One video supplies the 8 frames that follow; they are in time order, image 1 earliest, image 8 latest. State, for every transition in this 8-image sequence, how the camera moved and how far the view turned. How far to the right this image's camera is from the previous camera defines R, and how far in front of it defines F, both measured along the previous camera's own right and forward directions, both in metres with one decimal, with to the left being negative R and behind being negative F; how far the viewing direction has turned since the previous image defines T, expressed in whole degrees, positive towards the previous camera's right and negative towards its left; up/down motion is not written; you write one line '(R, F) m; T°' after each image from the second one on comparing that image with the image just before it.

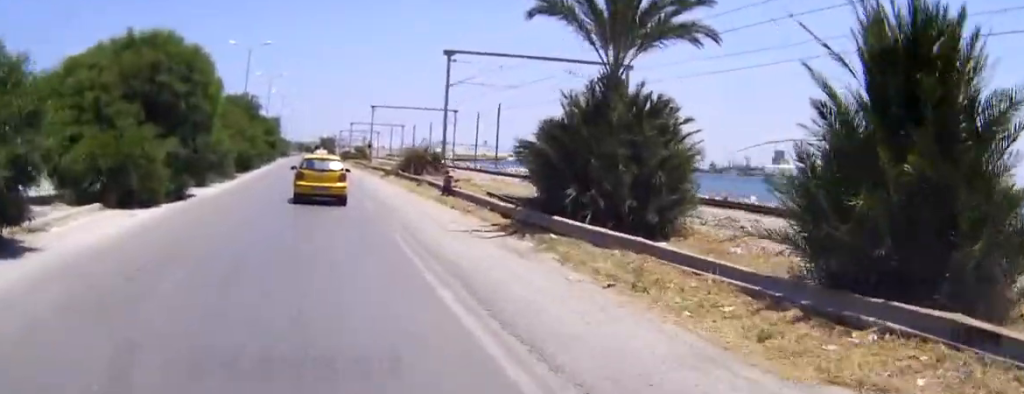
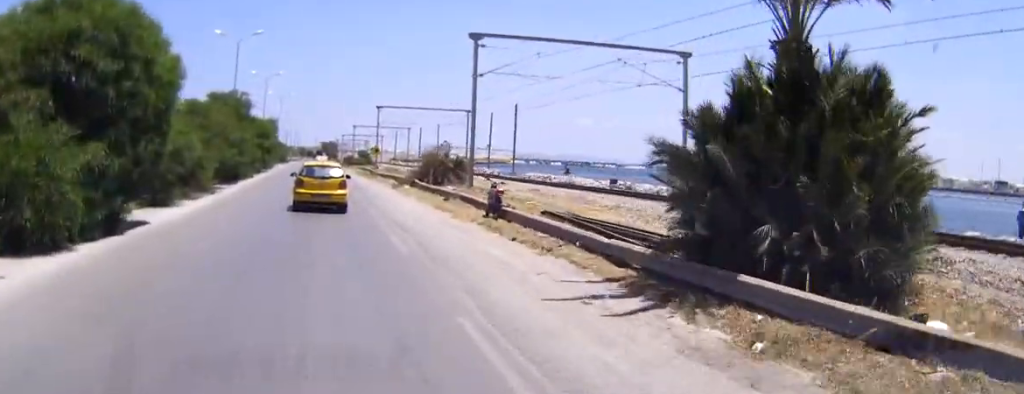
(0.0, +7.8) m; 0°
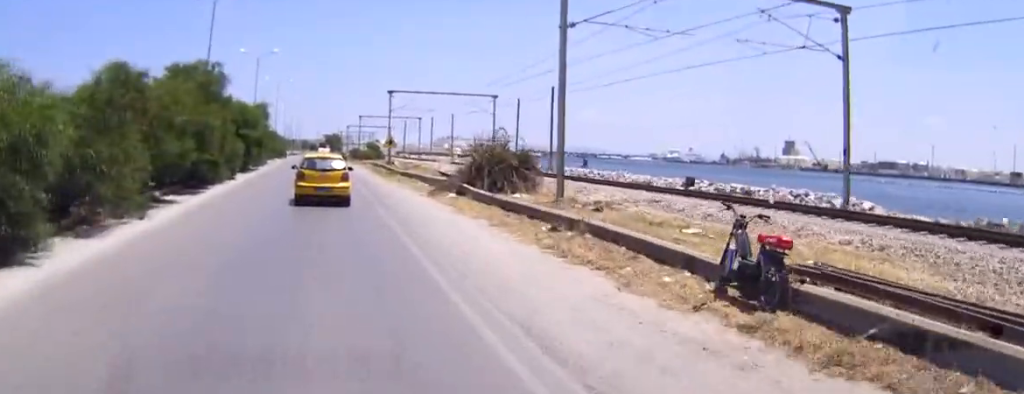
(0.0, +13.1) m; 0°
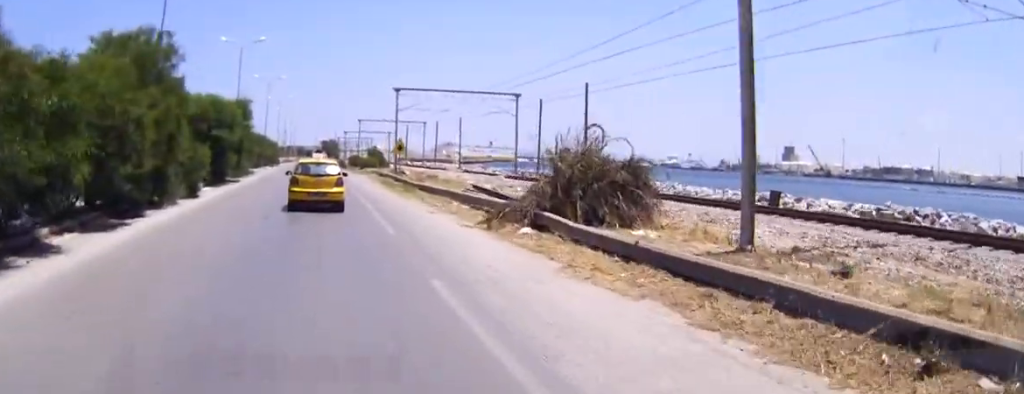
(0.0, +10.8) m; 0°
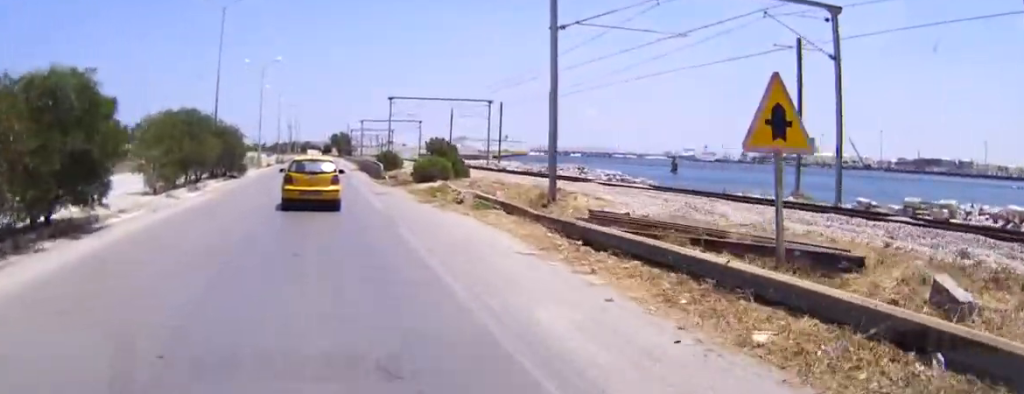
(+0.1, +45.0) m; 0°
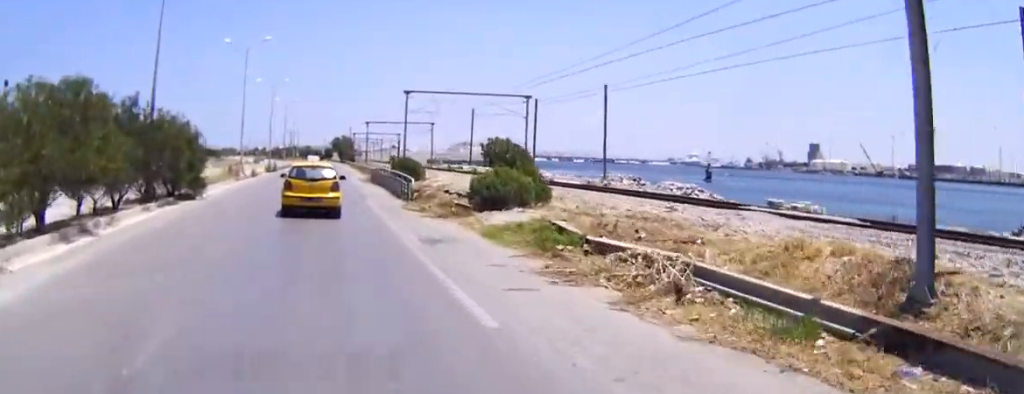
(-0.1, +16.2) m; 0°
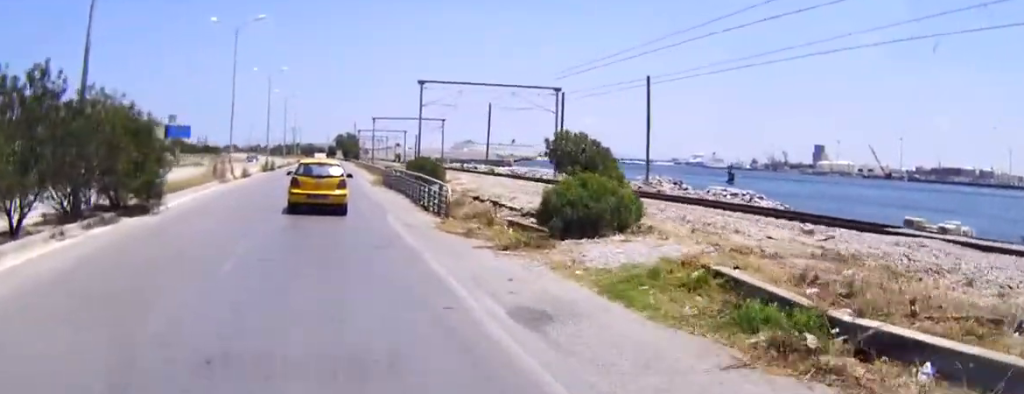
(0.0, +8.1) m; 0°
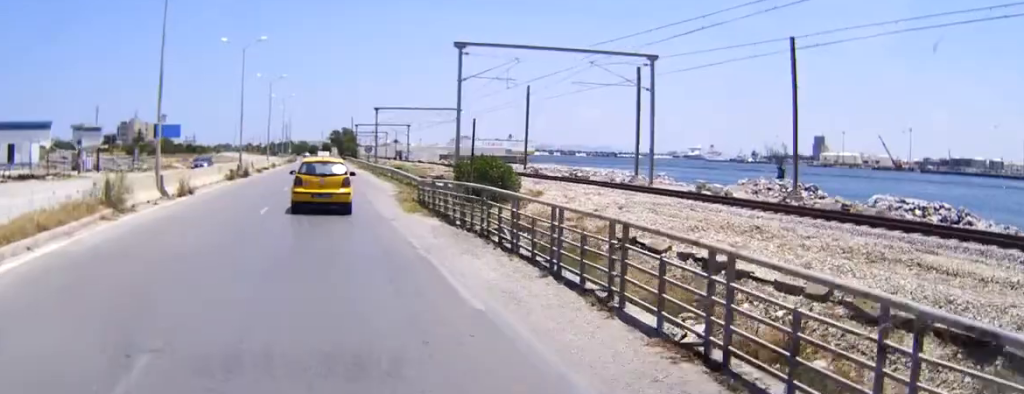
(0.0, +19.3) m; +5°
